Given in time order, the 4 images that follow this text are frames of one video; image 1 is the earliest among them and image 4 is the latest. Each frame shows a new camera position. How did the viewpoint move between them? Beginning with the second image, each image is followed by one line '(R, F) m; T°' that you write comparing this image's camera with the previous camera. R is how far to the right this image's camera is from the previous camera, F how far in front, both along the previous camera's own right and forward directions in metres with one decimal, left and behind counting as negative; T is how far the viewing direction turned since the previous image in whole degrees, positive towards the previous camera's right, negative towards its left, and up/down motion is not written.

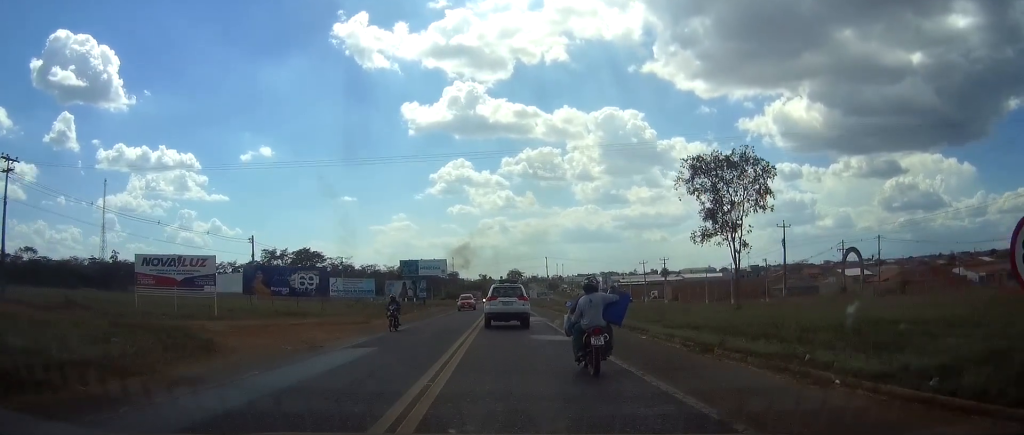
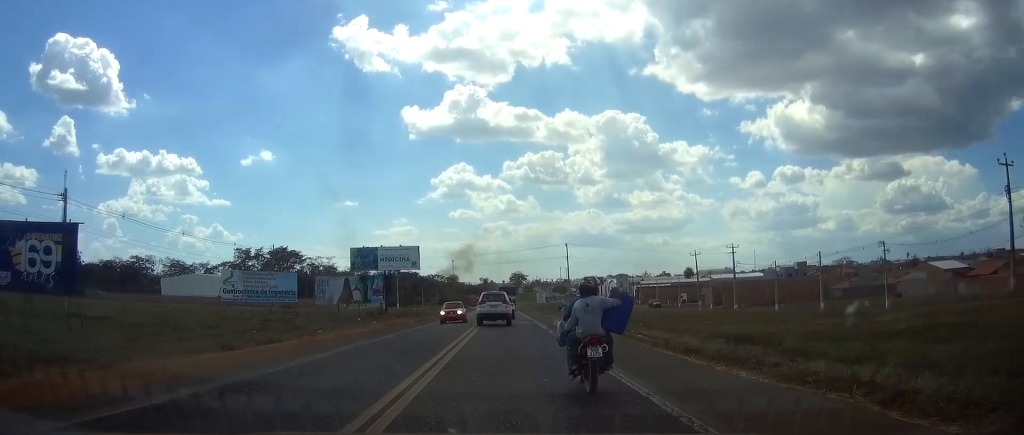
(+0.6, +44.0) m; +1°
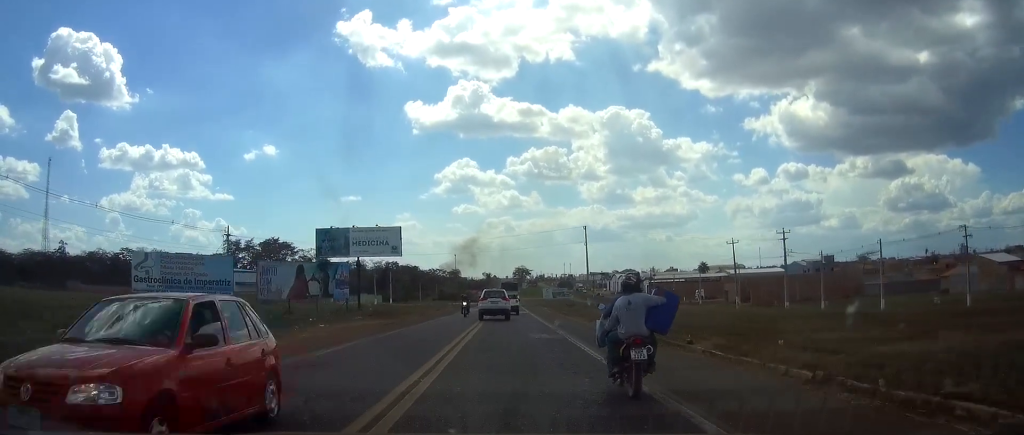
(-0.1, +18.3) m; 0°
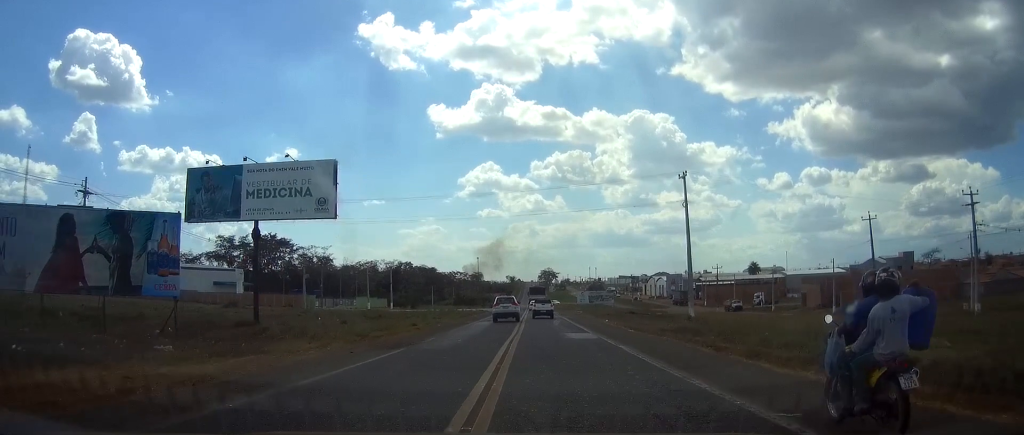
(-0.4, +35.3) m; -2°
